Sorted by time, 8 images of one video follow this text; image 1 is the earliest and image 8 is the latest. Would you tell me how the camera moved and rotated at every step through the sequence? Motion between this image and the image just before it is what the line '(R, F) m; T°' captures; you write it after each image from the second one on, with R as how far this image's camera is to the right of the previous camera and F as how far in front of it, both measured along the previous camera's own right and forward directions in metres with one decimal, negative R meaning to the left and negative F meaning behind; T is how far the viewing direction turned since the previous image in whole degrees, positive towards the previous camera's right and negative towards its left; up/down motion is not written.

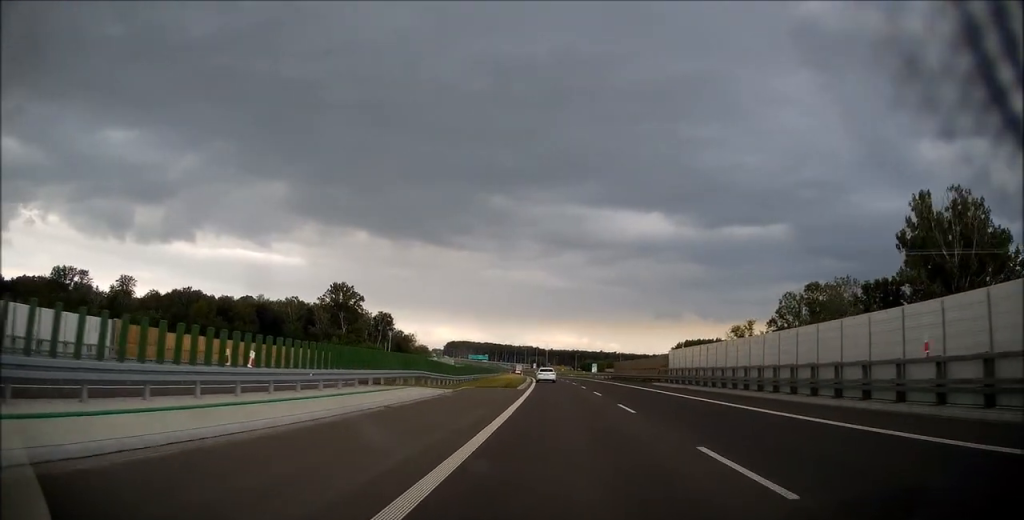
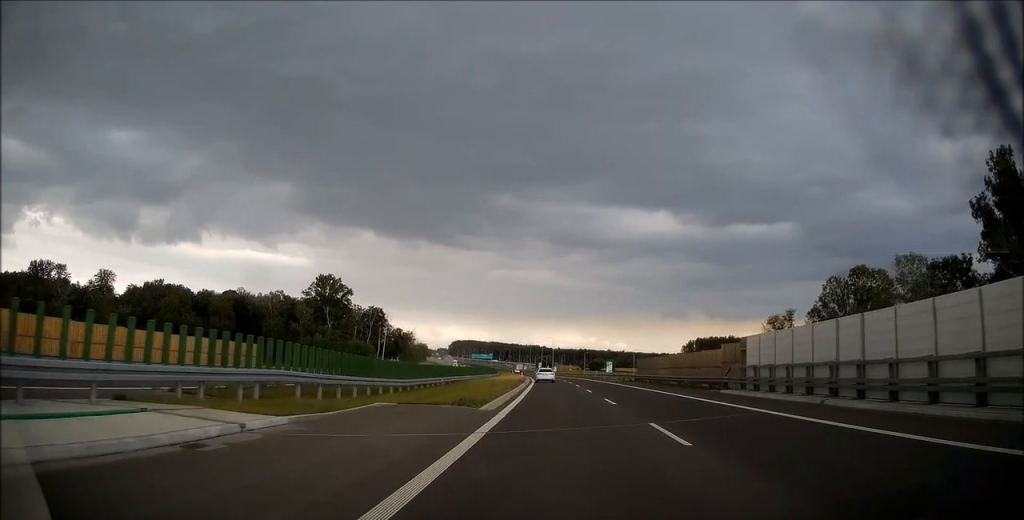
(-0.1, +19.7) m; -1°
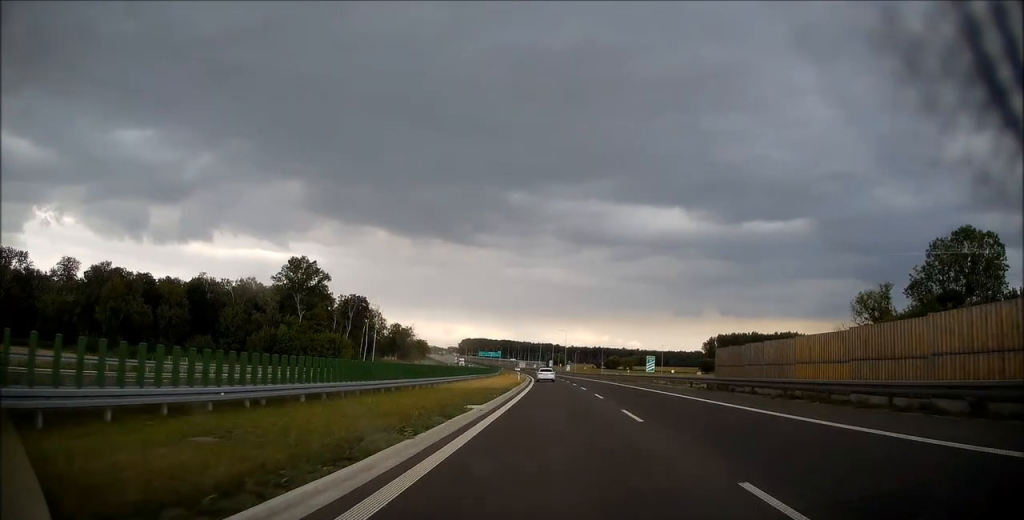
(-0.3, +31.4) m; -1°
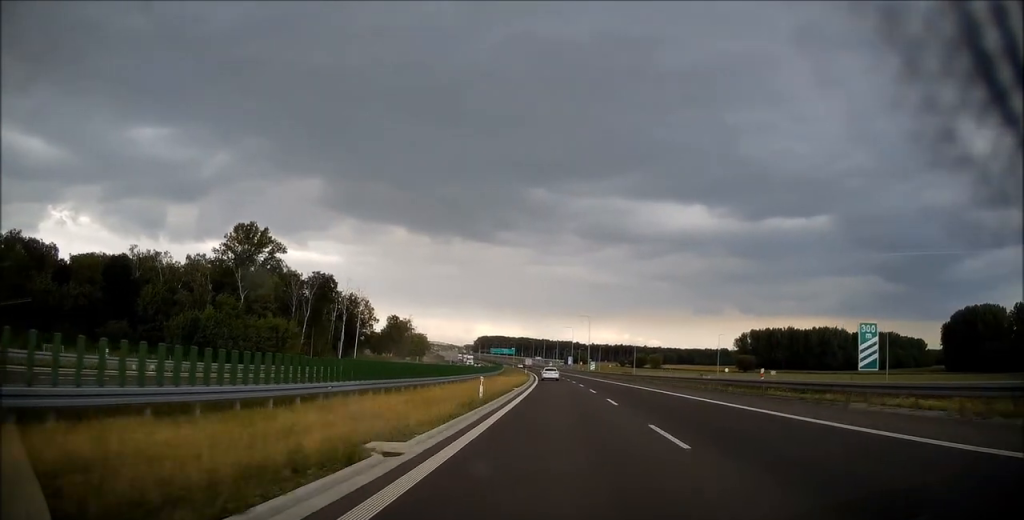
(-0.5, +40.8) m; -1°
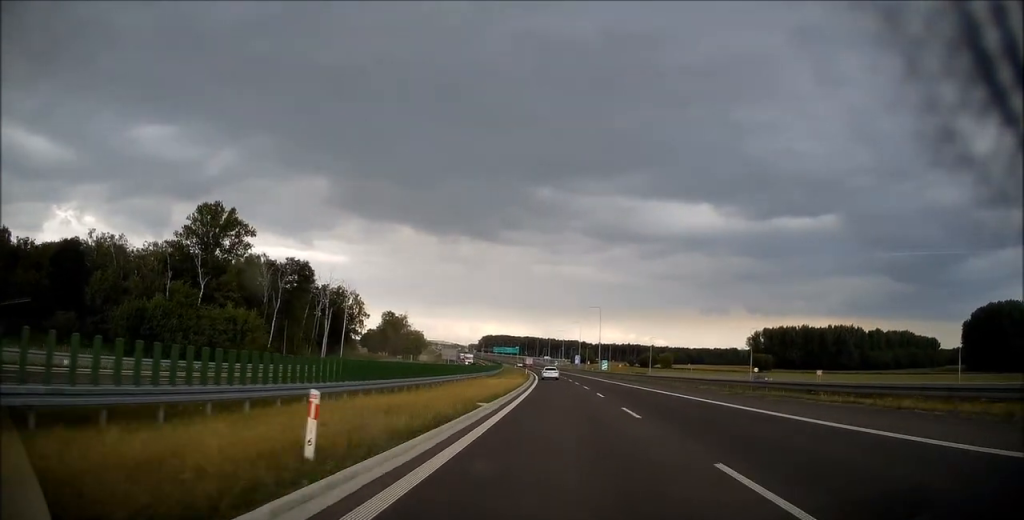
(-0.2, +17.6) m; -1°
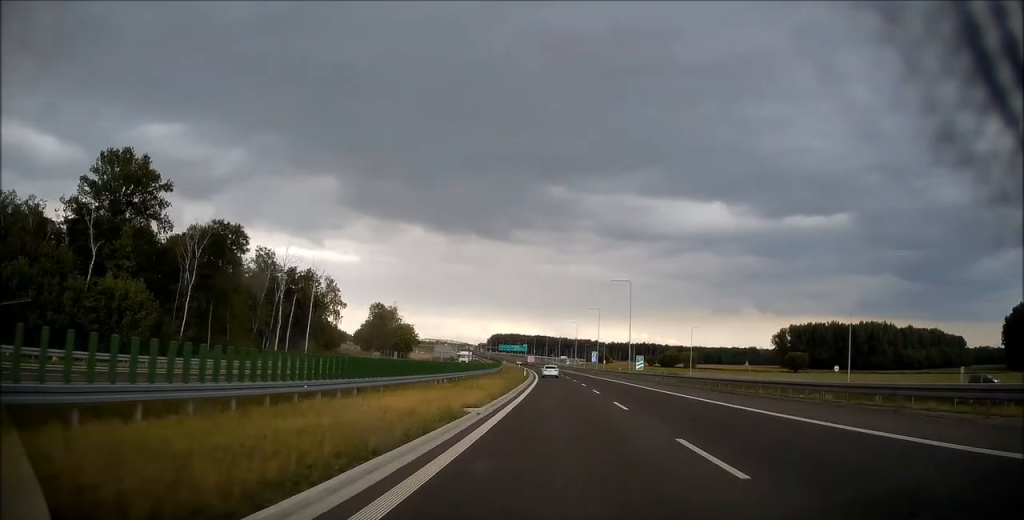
(-0.4, +33.0) m; -1°
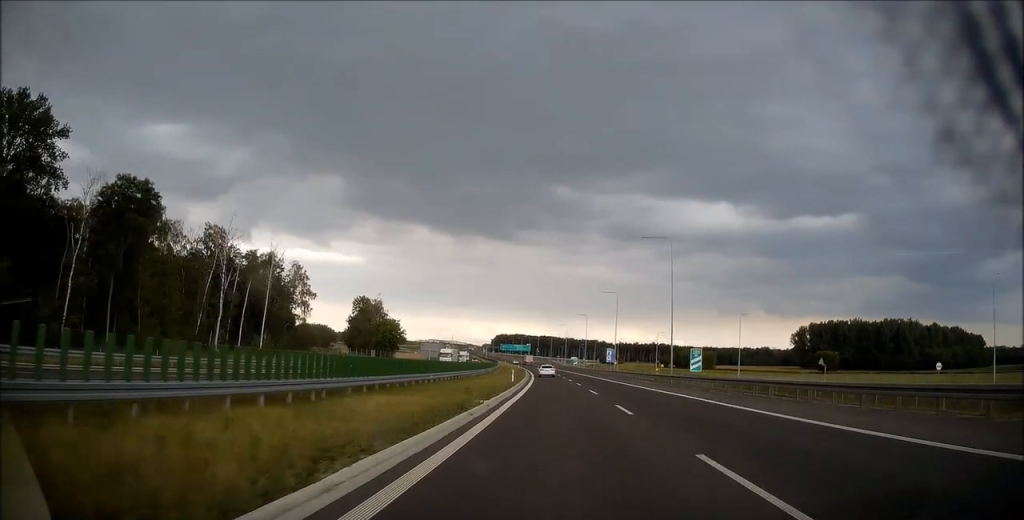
(-0.3, +26.1) m; -1°
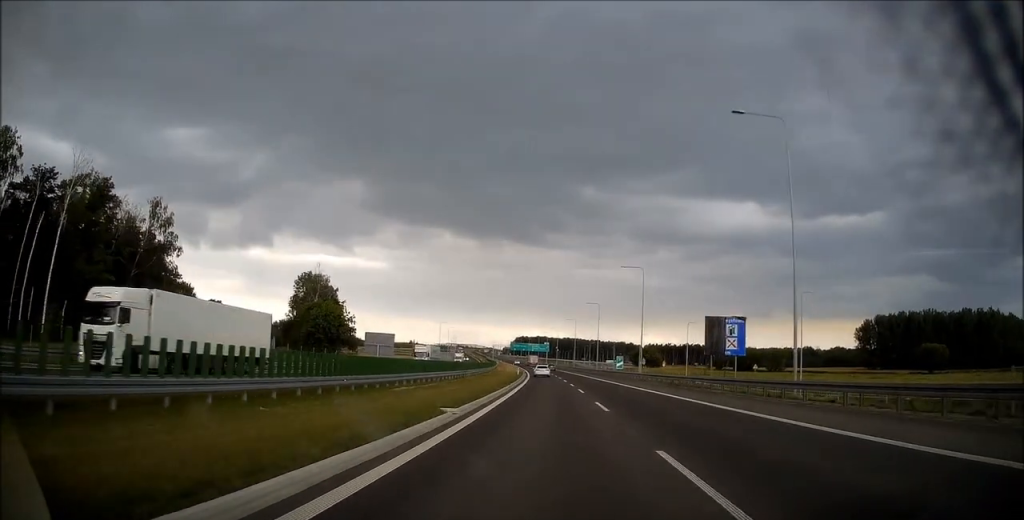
(-1.0, +64.5) m; -2°
